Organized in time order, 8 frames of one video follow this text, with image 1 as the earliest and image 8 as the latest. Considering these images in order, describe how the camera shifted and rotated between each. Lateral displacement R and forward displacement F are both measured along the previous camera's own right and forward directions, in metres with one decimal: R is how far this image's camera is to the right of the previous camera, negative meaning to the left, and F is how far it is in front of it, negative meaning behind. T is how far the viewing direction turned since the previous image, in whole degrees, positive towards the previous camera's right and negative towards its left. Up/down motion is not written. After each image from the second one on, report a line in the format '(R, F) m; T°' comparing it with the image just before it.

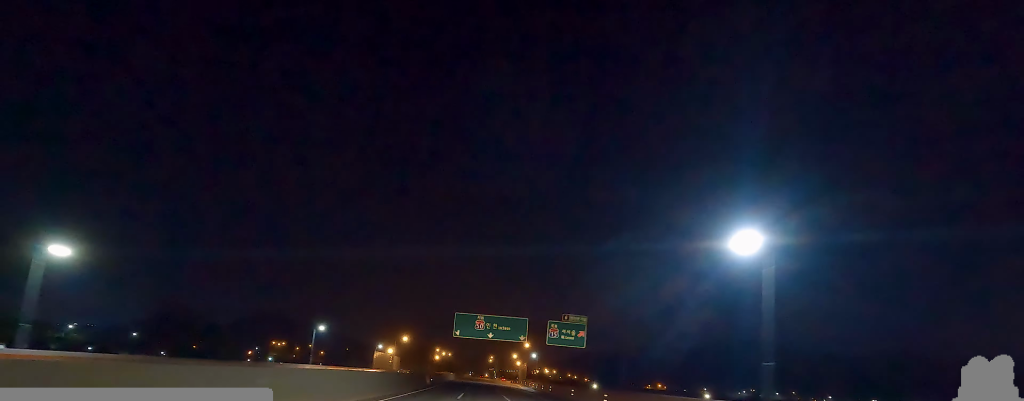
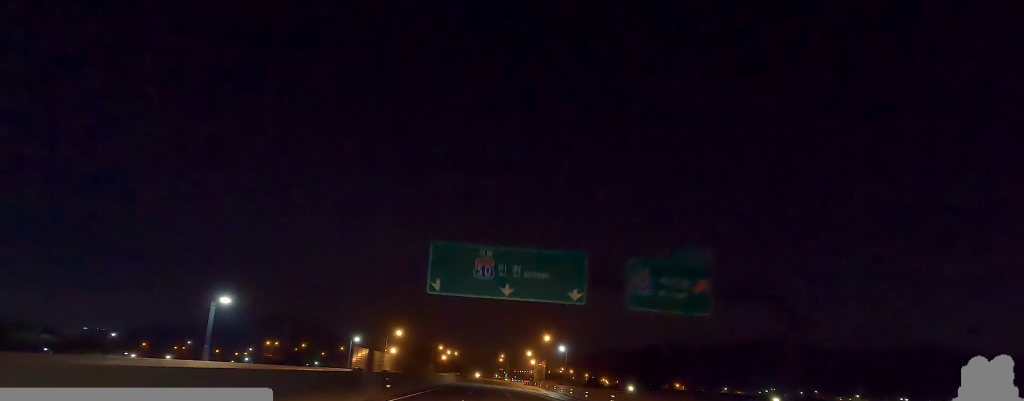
(0.0, +33.1) m; 0°
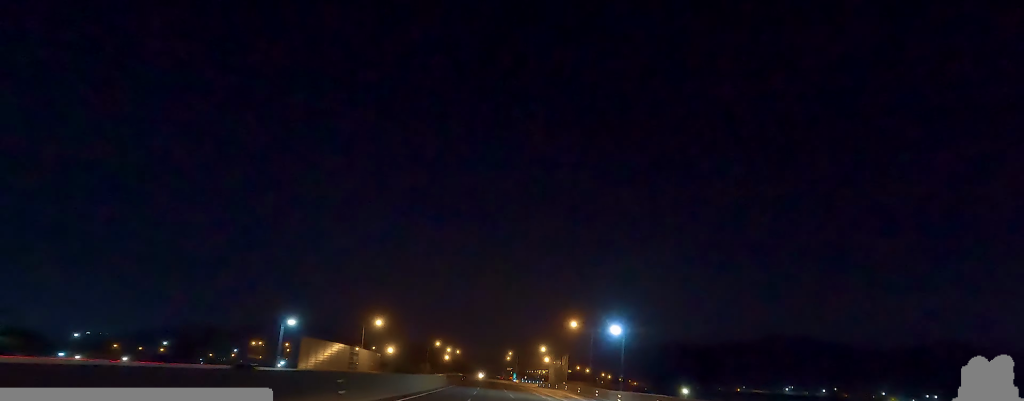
(0.0, +35.9) m; -1°
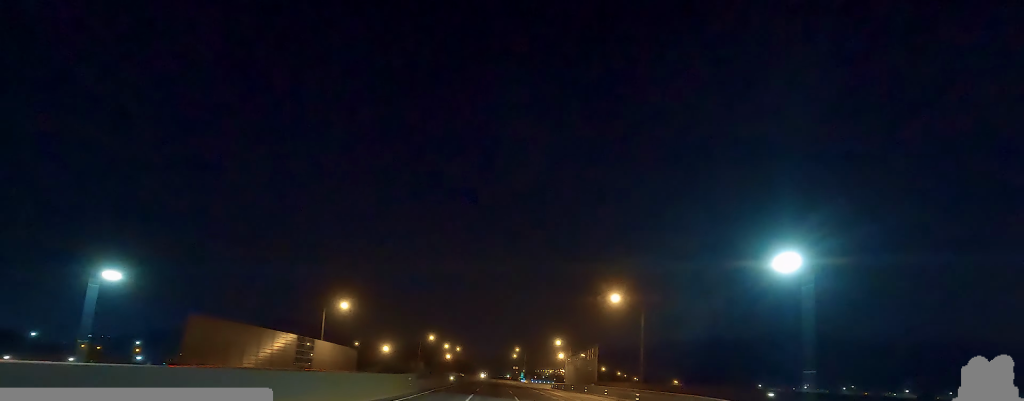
(-0.8, +31.3) m; -2°
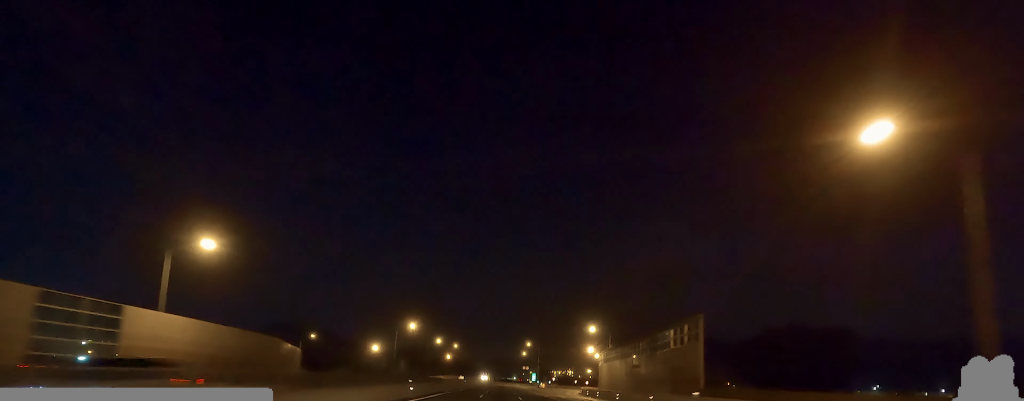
(+0.6, +45.6) m; +3°
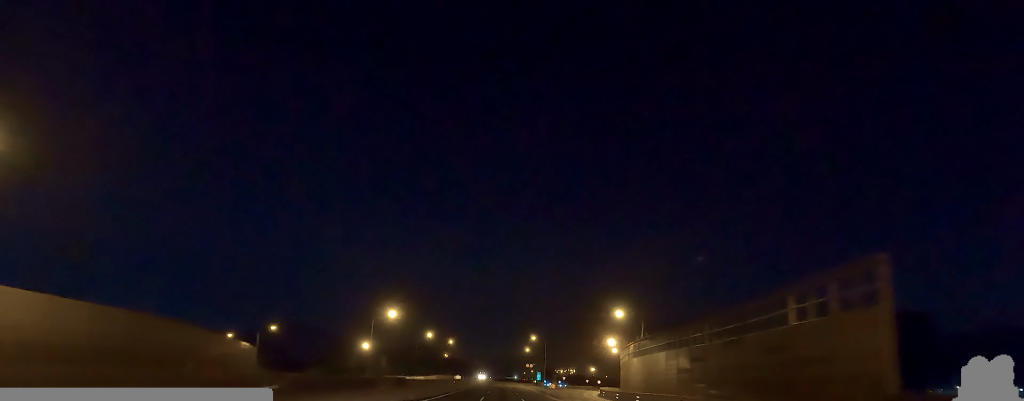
(0.0, +22.7) m; 0°
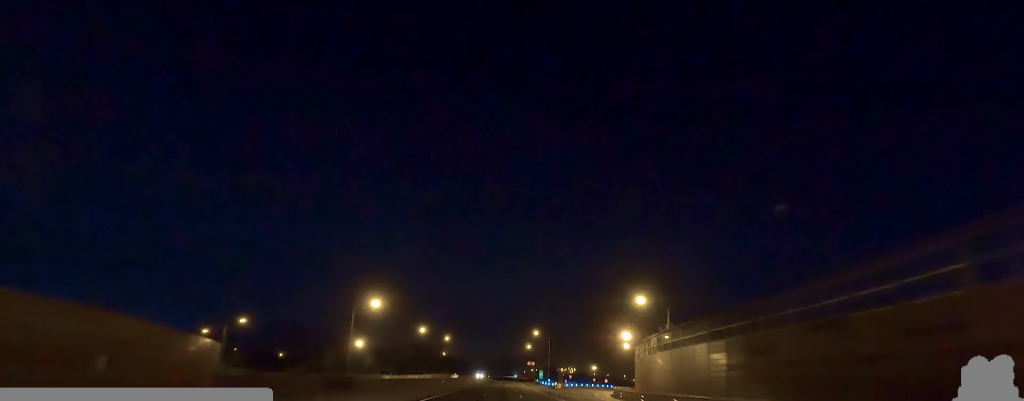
(0.0, +12.4) m; 0°
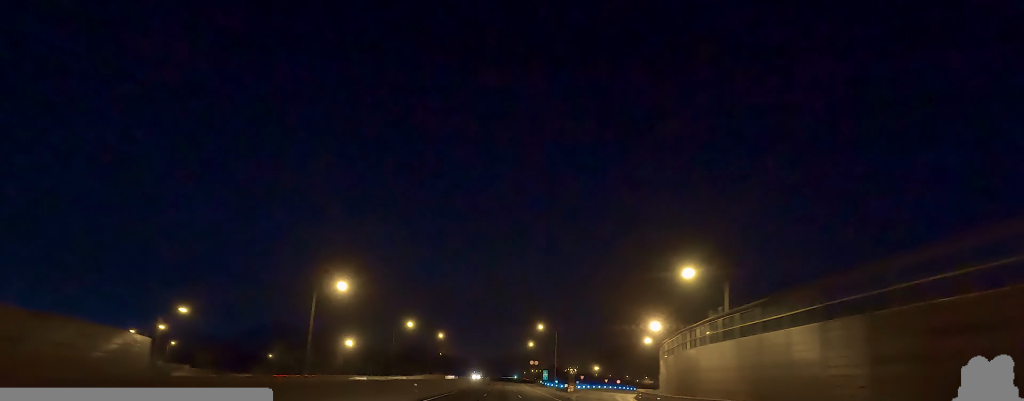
(-0.1, +17.3) m; 0°
